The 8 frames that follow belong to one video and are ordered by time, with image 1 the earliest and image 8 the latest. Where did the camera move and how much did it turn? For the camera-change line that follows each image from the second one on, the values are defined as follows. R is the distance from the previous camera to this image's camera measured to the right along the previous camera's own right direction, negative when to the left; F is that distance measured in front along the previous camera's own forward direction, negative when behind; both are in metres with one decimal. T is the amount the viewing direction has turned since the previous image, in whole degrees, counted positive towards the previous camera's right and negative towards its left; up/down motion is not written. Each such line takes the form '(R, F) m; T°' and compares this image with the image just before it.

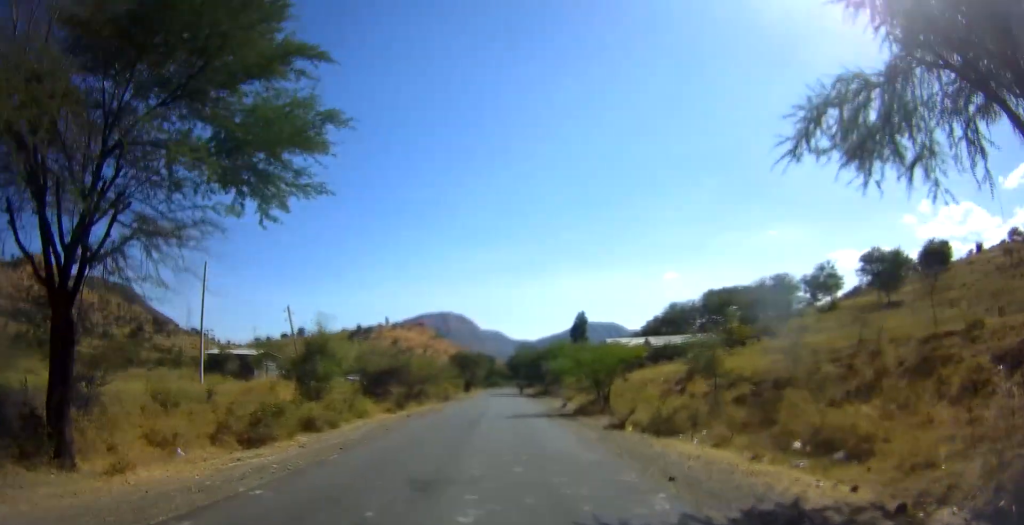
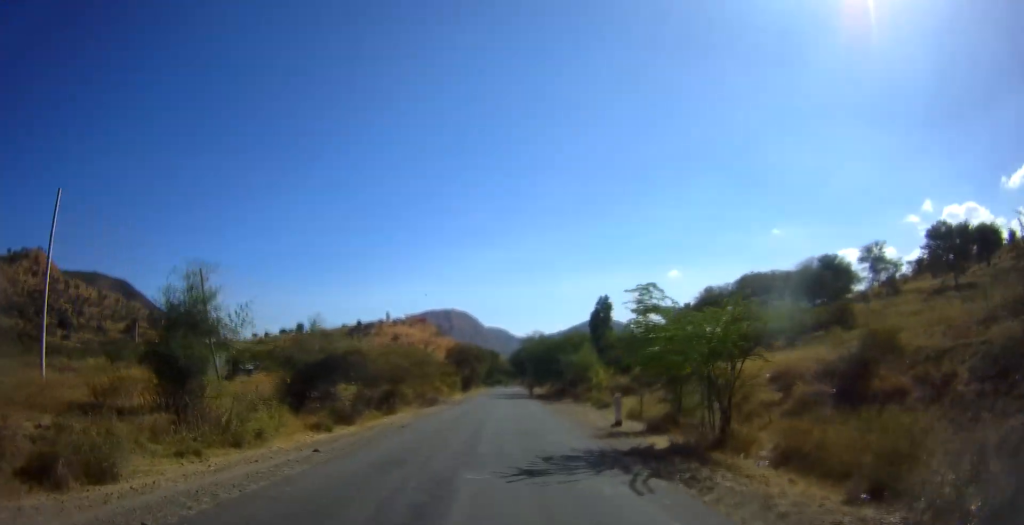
(0.0, +17.3) m; -1°
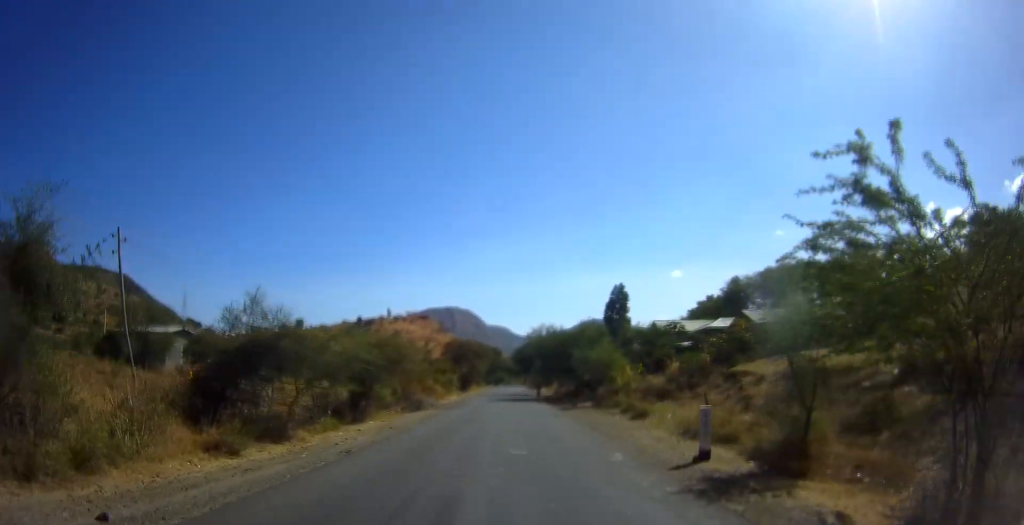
(0.0, +9.7) m; -1°
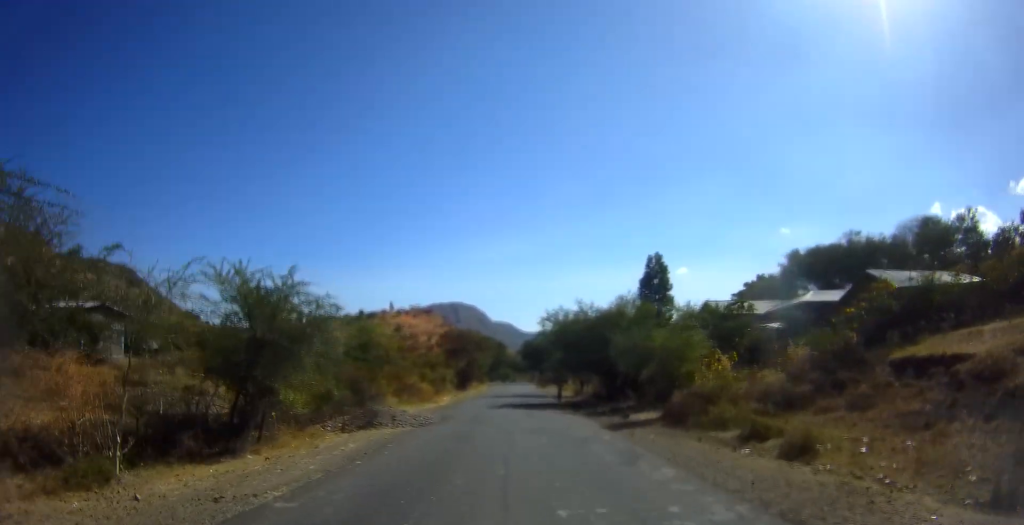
(-0.4, +15.8) m; +2°
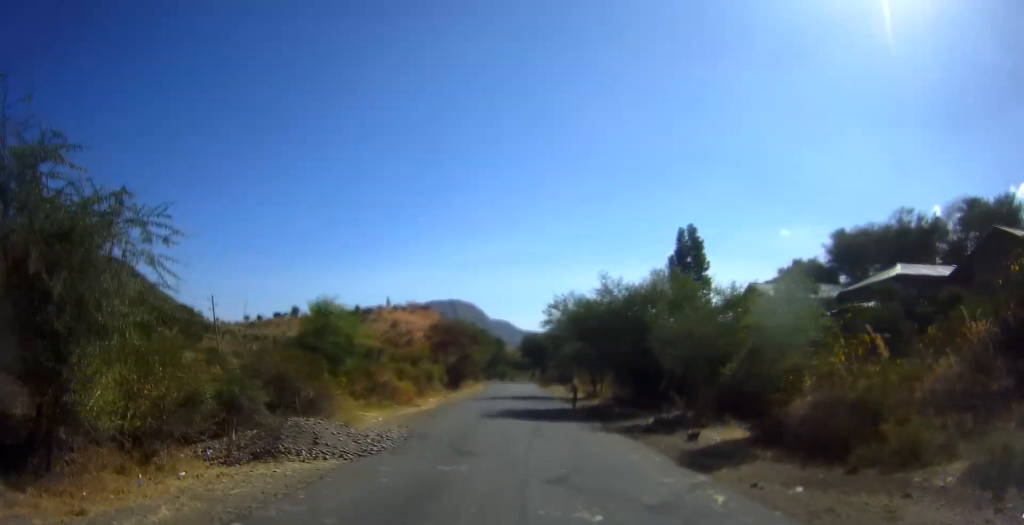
(+0.7, +10.0) m; 0°
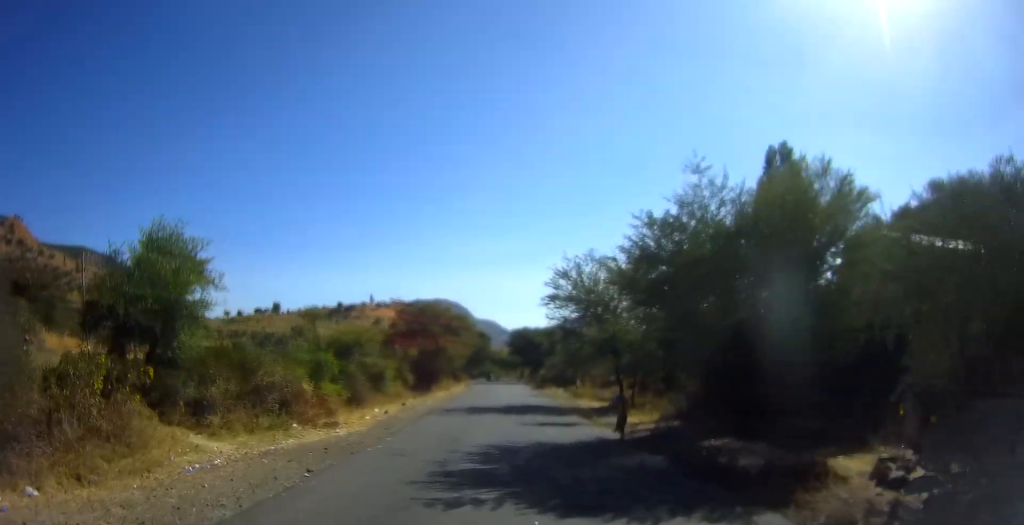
(-0.6, +17.0) m; 0°
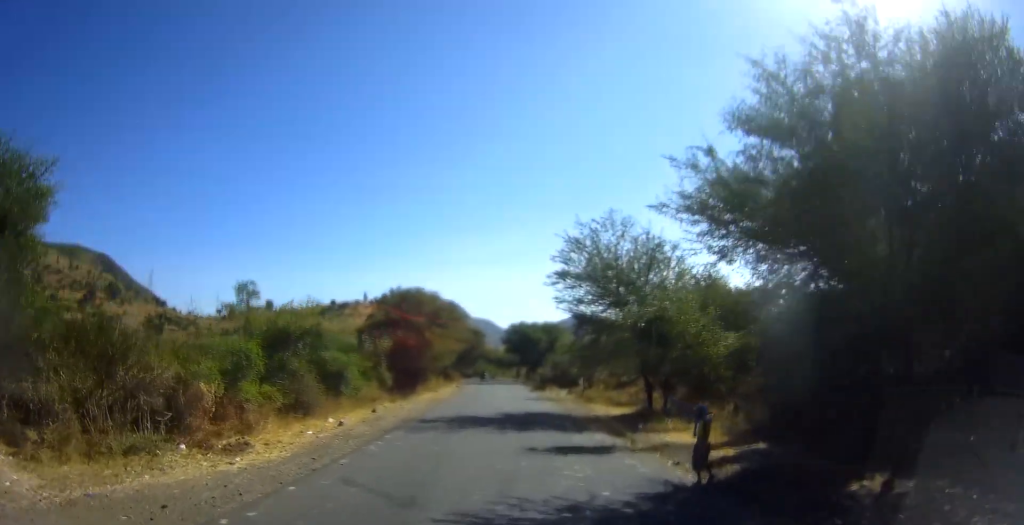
(+0.2, +8.0) m; +1°
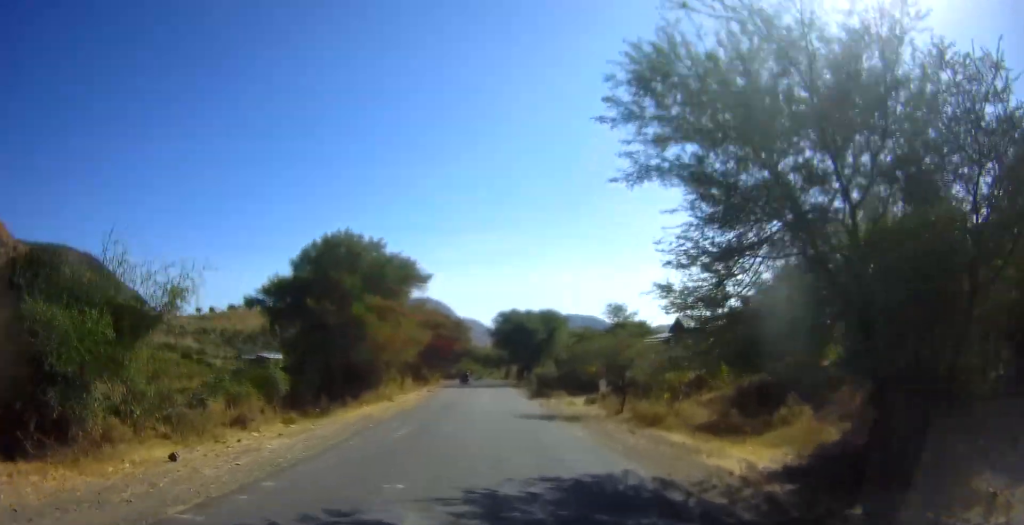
(+0.5, +19.1) m; 0°
